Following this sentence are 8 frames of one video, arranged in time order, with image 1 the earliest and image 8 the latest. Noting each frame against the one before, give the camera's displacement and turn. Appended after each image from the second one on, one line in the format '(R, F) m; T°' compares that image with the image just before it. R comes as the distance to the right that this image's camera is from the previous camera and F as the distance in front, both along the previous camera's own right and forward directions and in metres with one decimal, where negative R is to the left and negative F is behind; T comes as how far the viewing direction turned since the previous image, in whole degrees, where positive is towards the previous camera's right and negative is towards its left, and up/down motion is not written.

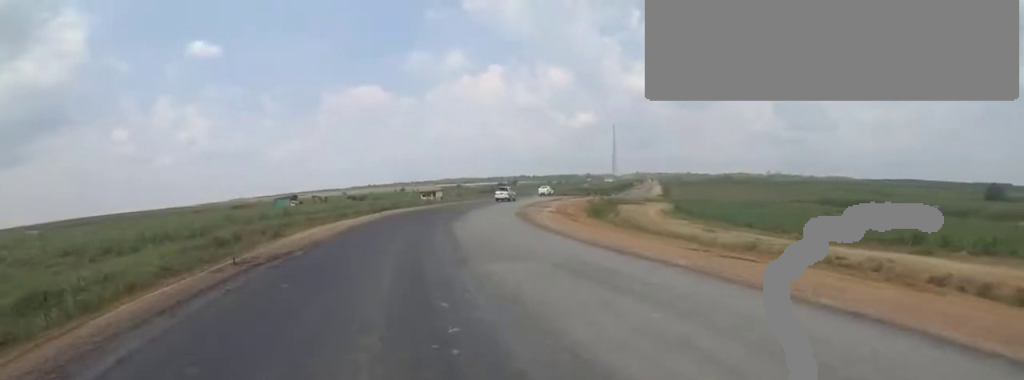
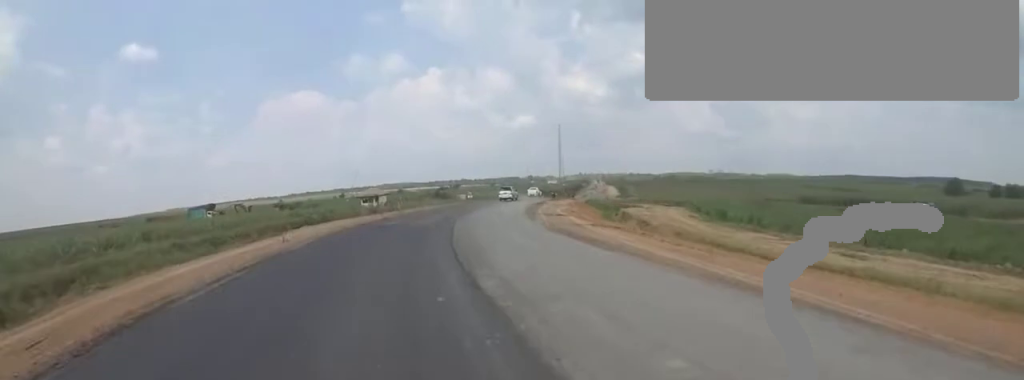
(+0.4, +15.5) m; +1°
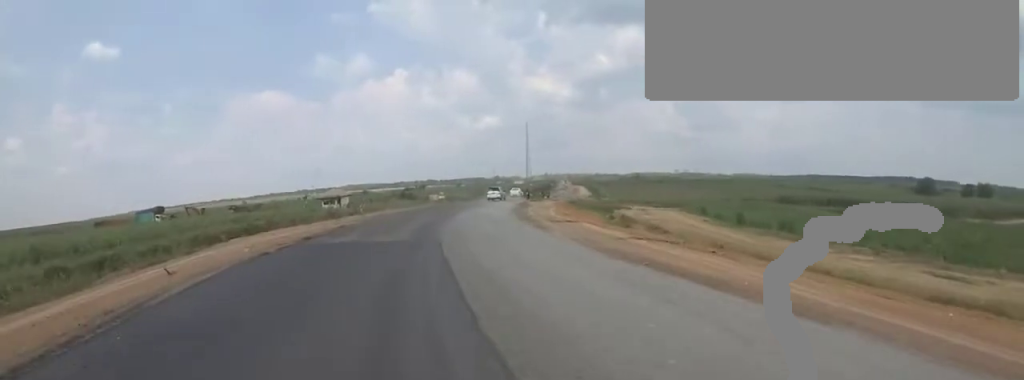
(-0.1, +5.8) m; +1°
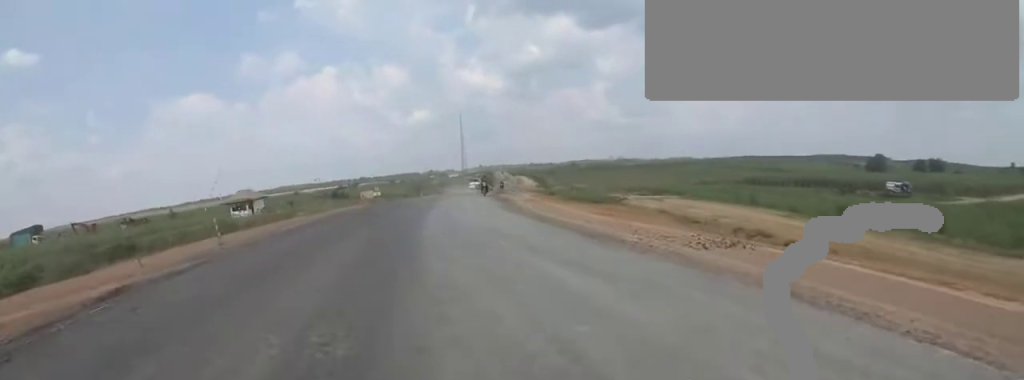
(+0.9, +14.1) m; +12°
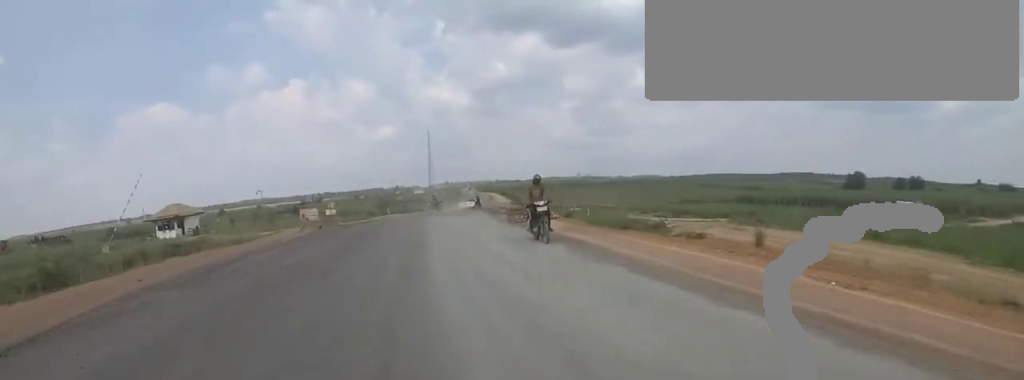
(+1.2, +12.4) m; +5°
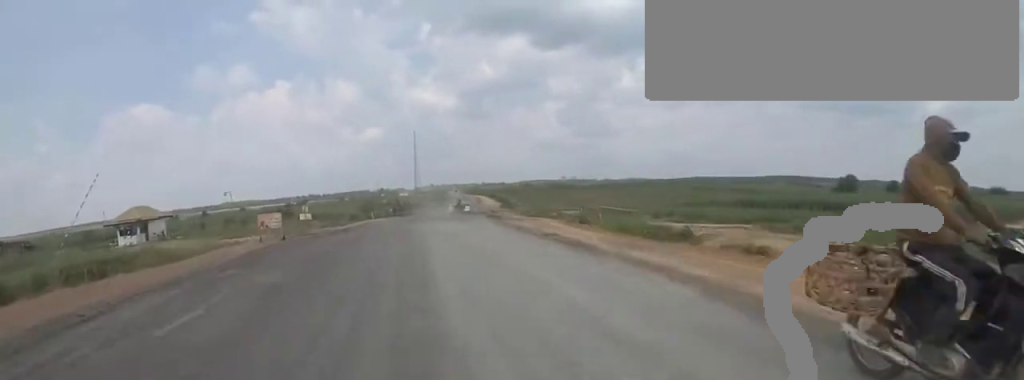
(0.0, +4.9) m; 0°
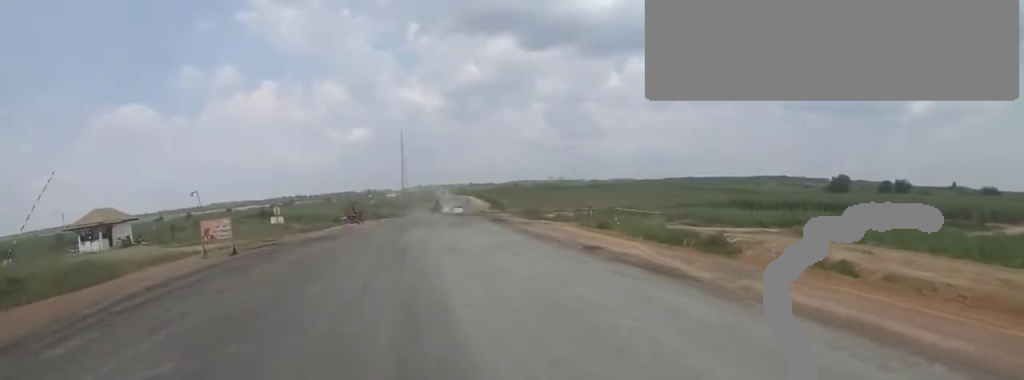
(0.0, +4.2) m; 0°
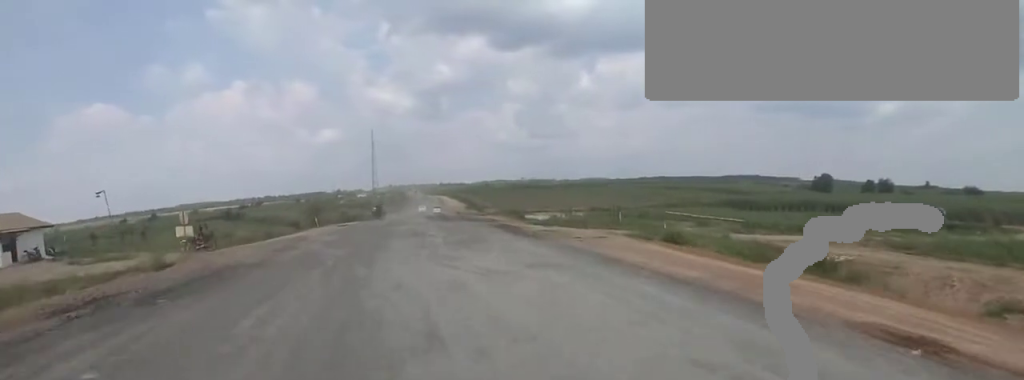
(+0.1, +8.4) m; +5°
